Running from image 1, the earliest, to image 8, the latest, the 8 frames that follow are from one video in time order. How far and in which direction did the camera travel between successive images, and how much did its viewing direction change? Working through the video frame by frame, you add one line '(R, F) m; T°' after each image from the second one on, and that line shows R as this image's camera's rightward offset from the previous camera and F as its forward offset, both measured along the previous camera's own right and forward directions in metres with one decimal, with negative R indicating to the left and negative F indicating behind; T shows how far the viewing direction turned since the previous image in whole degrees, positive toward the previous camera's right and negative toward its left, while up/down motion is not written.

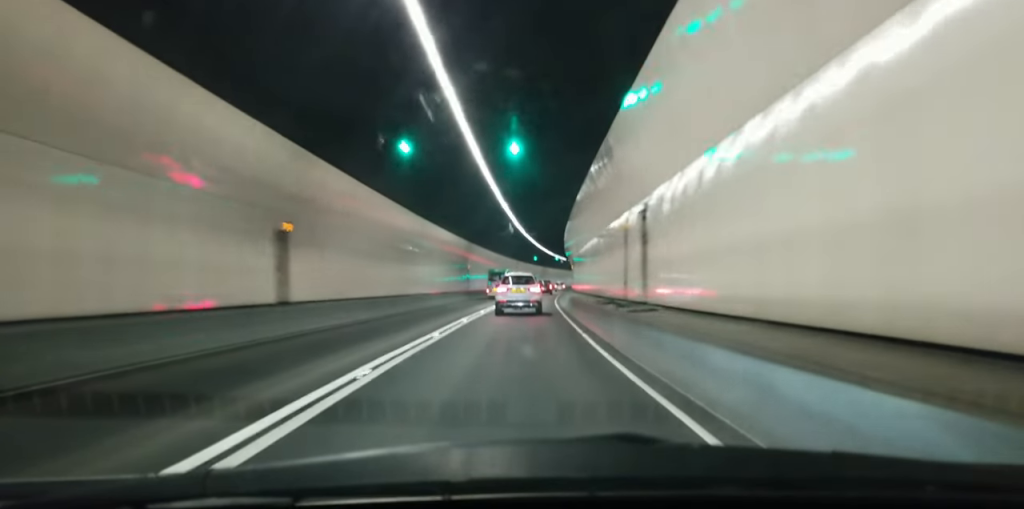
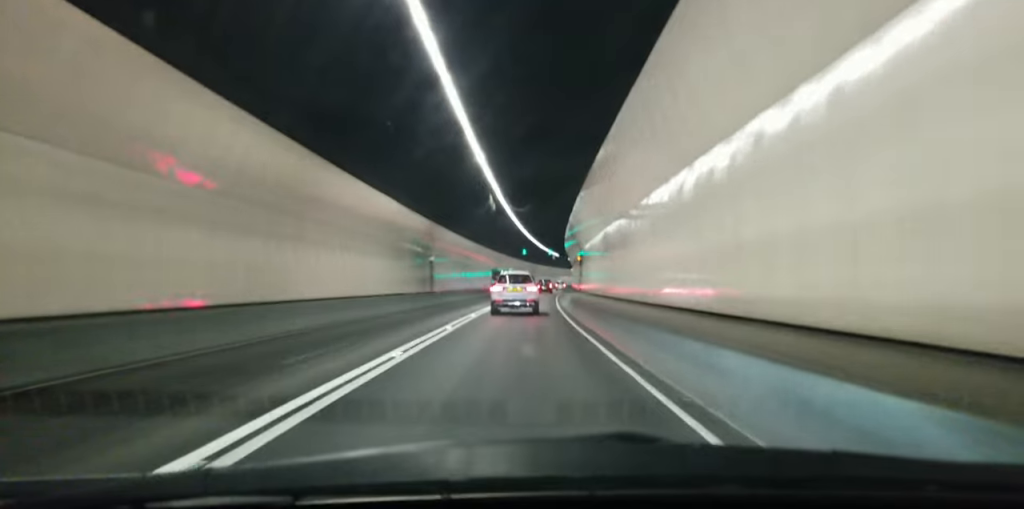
(0.0, +41.7) m; 0°
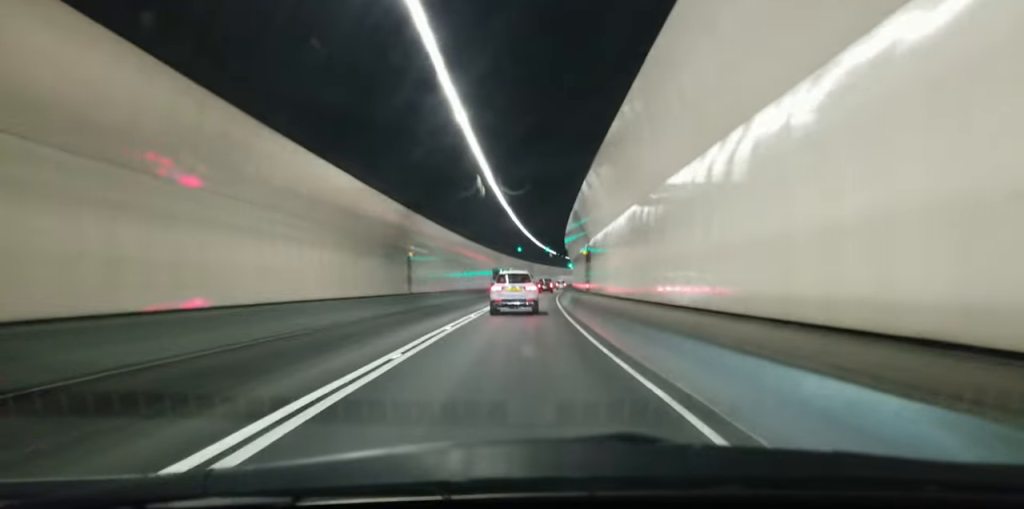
(0.0, +15.2) m; 0°
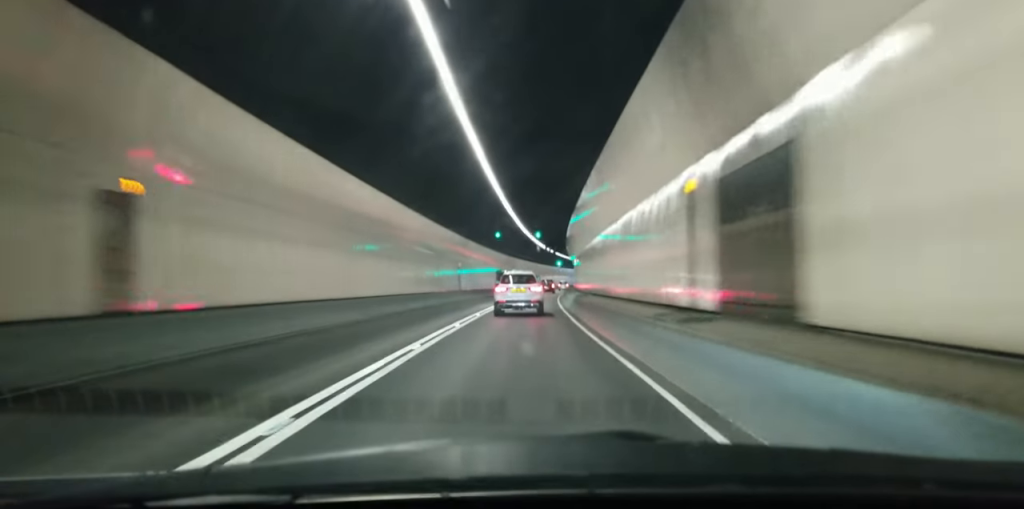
(0.0, +57.5) m; 0°
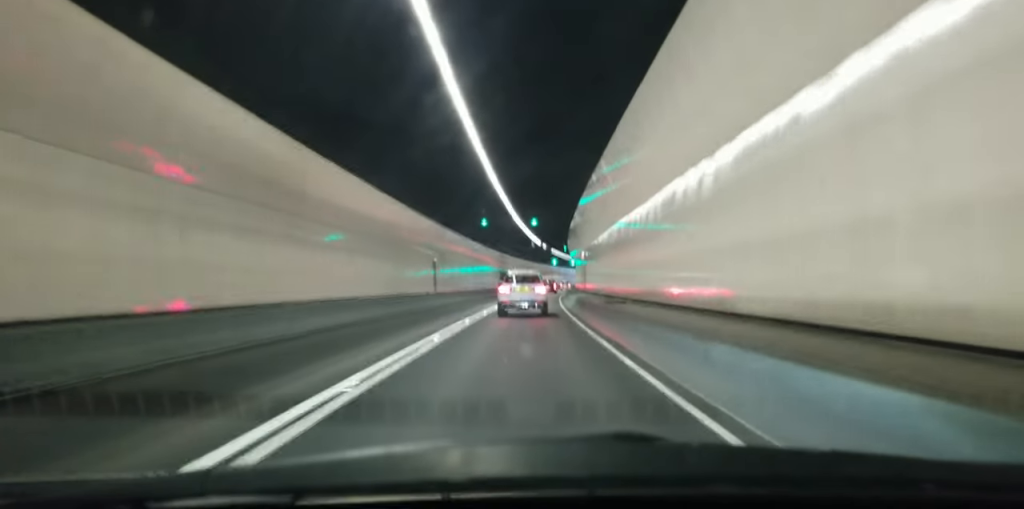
(0.0, +25.7) m; 0°
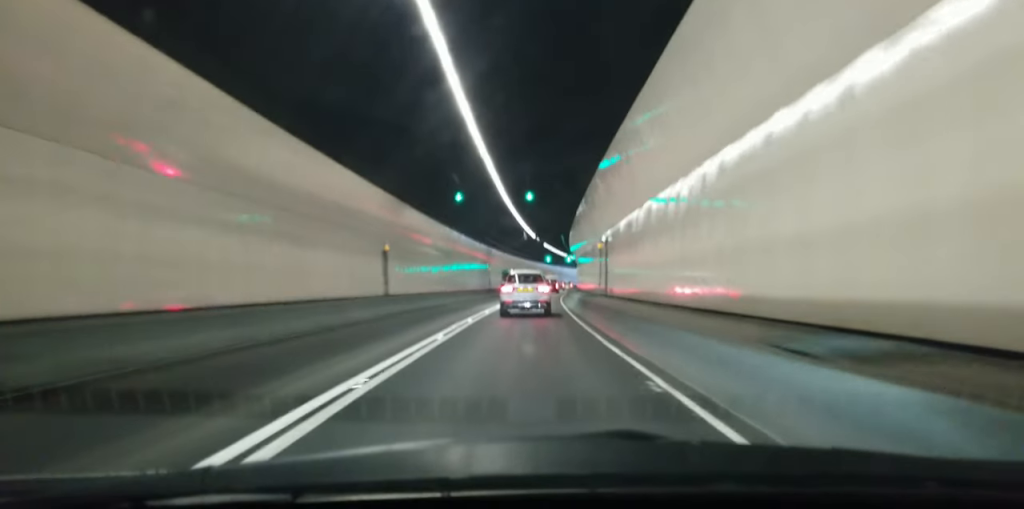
(0.0, +29.5) m; 0°
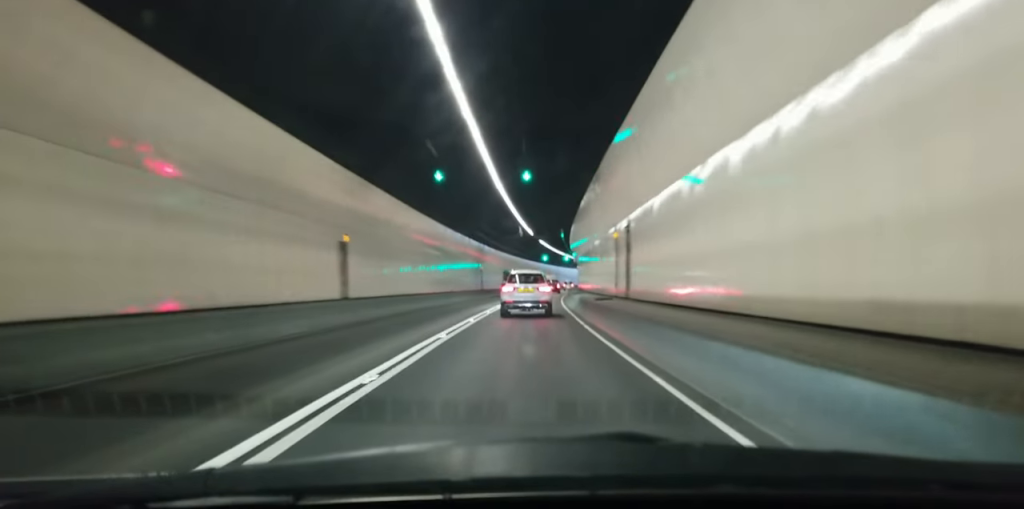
(0.0, +14.7) m; 0°
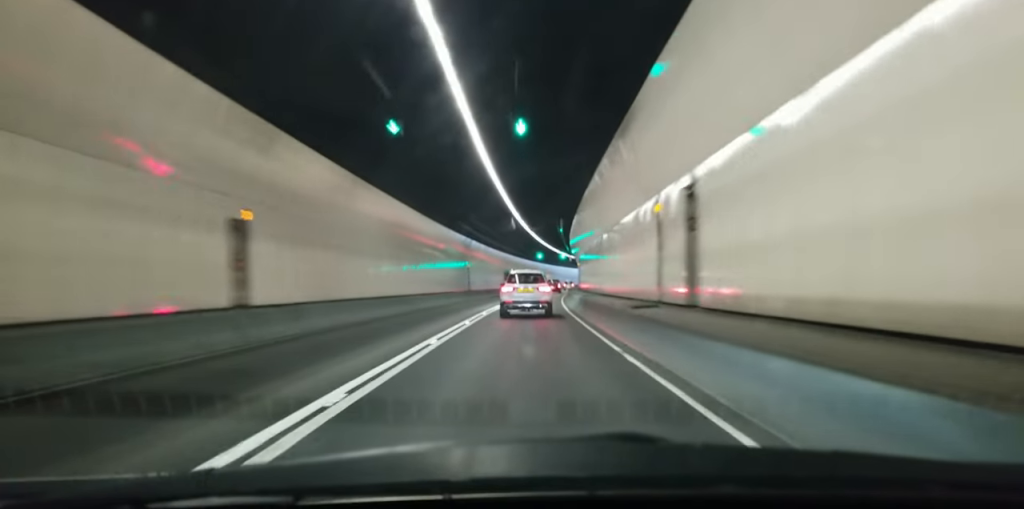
(0.0, +17.2) m; 0°
